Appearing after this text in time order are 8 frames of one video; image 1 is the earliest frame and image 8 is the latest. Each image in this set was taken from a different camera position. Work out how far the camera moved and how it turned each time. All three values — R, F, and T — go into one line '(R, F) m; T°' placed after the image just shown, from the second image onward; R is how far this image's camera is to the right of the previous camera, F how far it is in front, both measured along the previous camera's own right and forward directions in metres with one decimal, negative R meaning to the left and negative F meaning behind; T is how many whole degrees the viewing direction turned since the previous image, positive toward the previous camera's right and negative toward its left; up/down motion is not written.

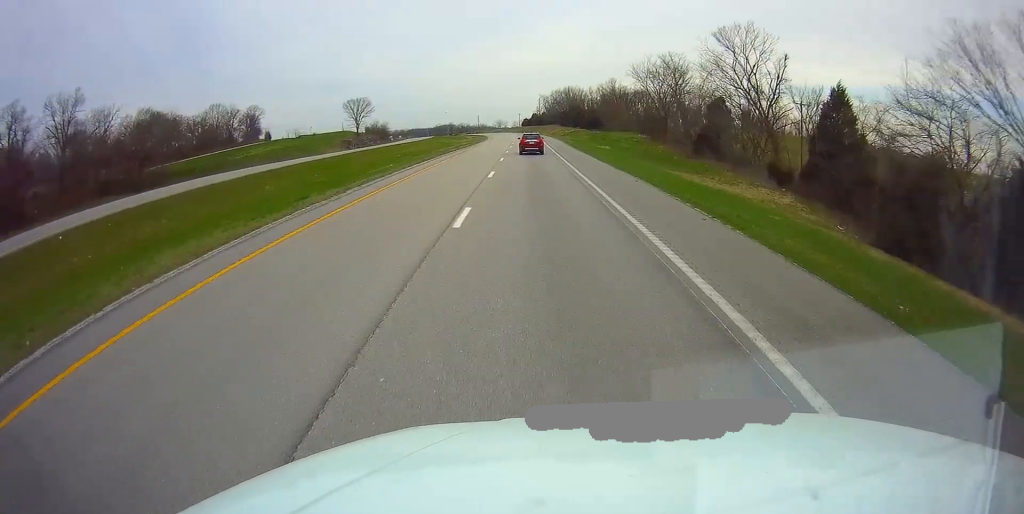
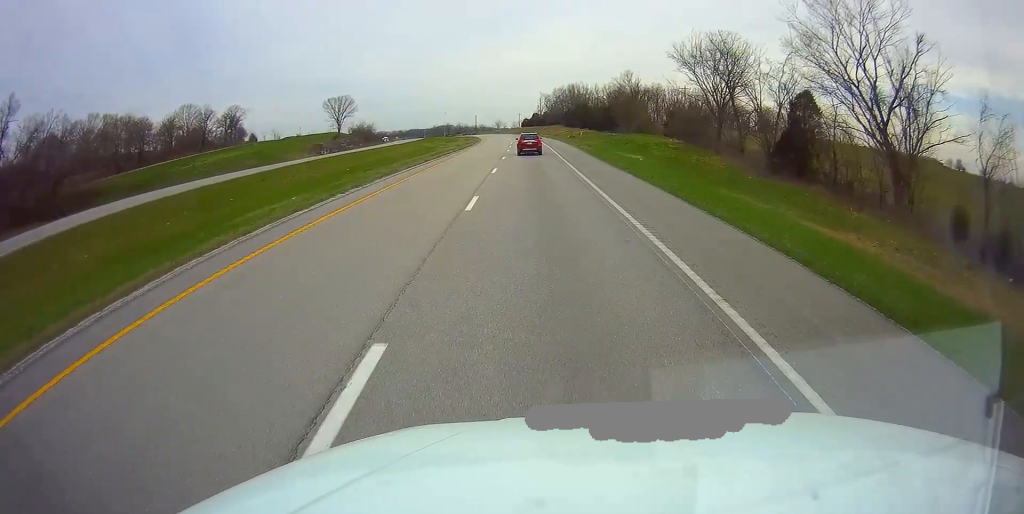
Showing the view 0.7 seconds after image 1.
(-0.2, +21.8) m; 0°
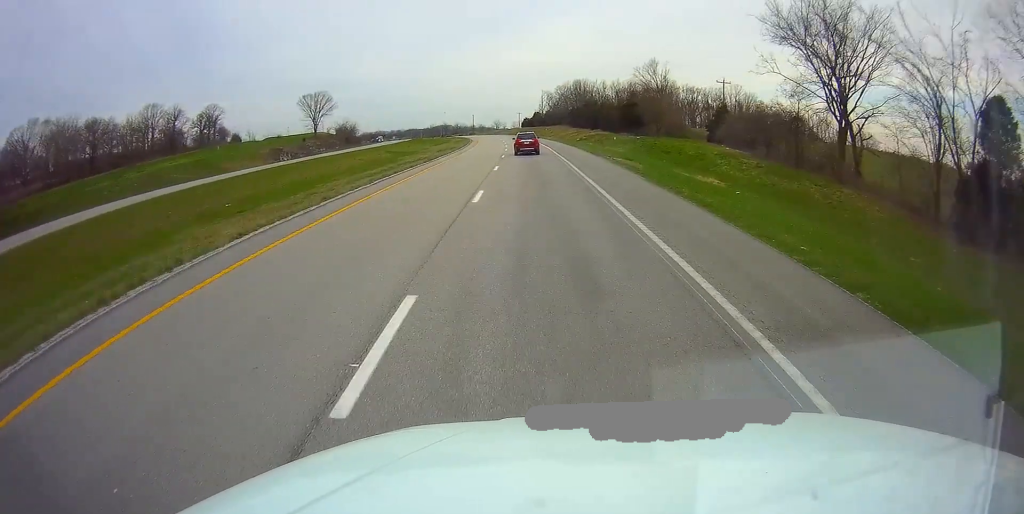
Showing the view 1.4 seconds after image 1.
(+0.1, +22.8) m; 0°
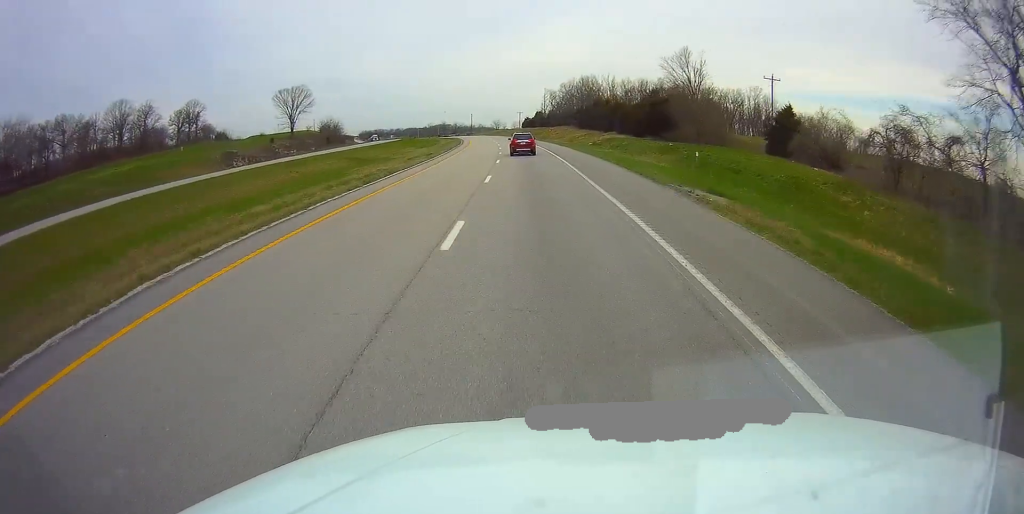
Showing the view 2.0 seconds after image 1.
(0.0, +18.6) m; 0°
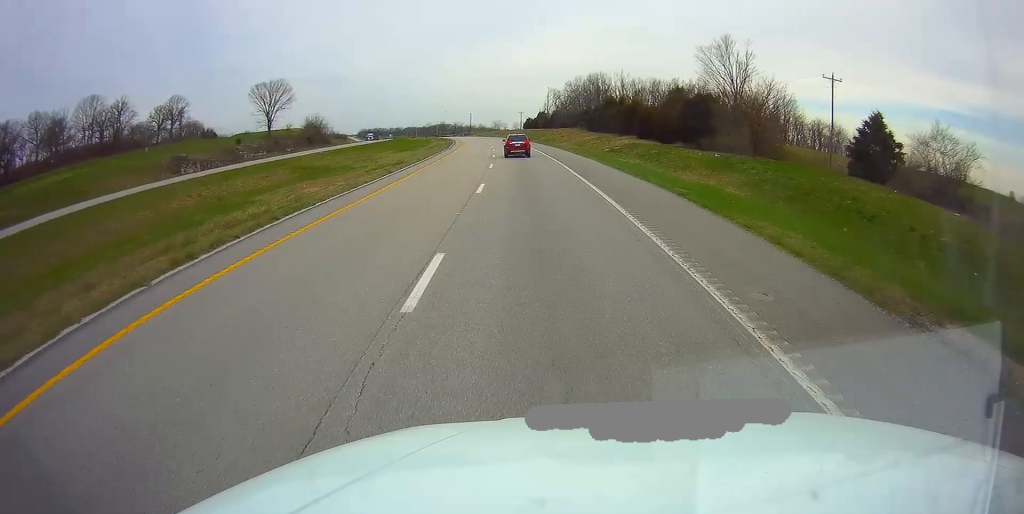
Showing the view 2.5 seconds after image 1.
(0.0, +15.4) m; -1°
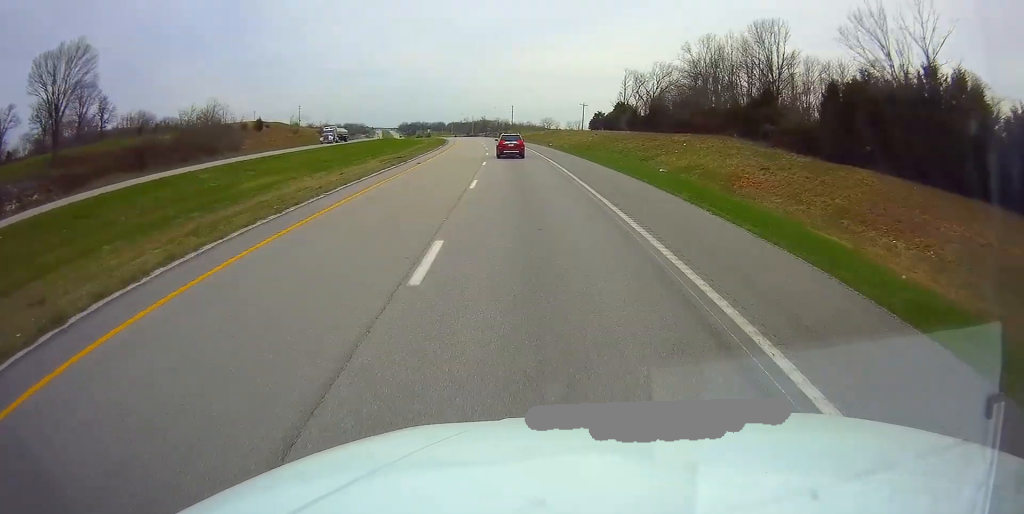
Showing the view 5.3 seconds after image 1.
(-3.7, +84.3) m; -5°
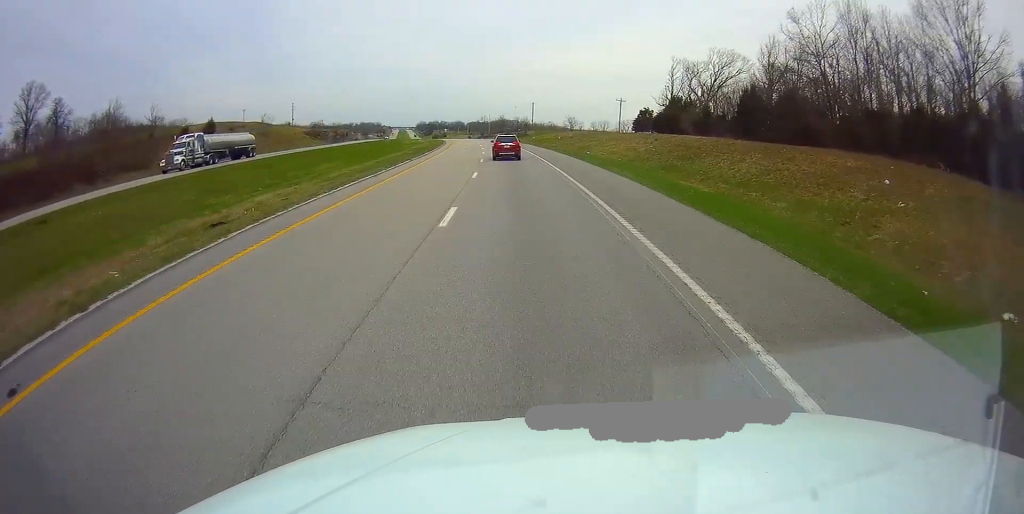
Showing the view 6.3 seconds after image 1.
(-0.6, +31.9) m; -2°
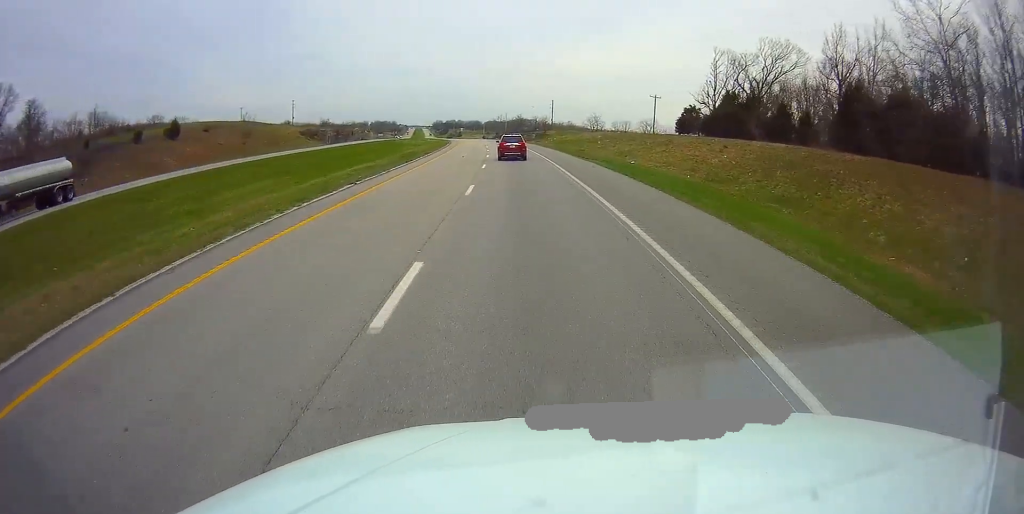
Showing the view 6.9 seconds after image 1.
(-0.2, +18.6) m; -1°
